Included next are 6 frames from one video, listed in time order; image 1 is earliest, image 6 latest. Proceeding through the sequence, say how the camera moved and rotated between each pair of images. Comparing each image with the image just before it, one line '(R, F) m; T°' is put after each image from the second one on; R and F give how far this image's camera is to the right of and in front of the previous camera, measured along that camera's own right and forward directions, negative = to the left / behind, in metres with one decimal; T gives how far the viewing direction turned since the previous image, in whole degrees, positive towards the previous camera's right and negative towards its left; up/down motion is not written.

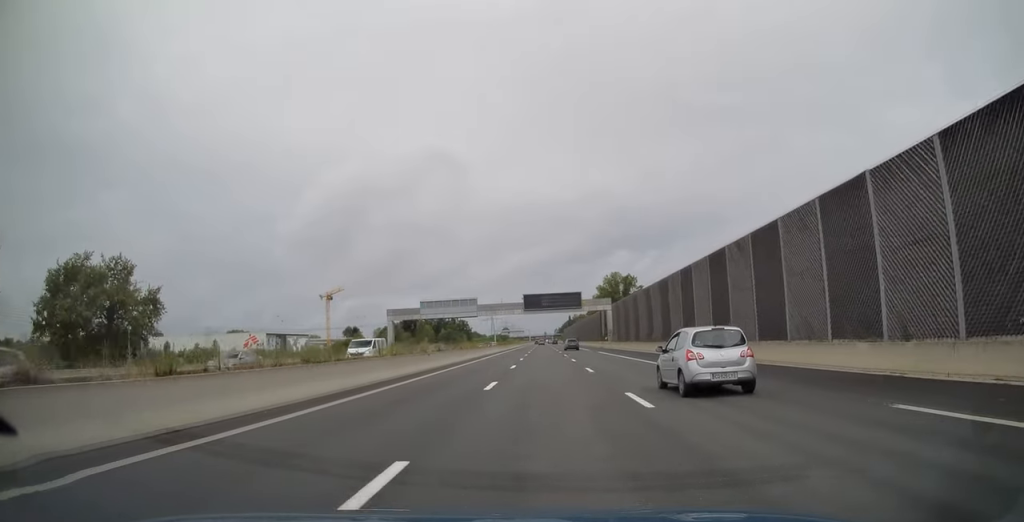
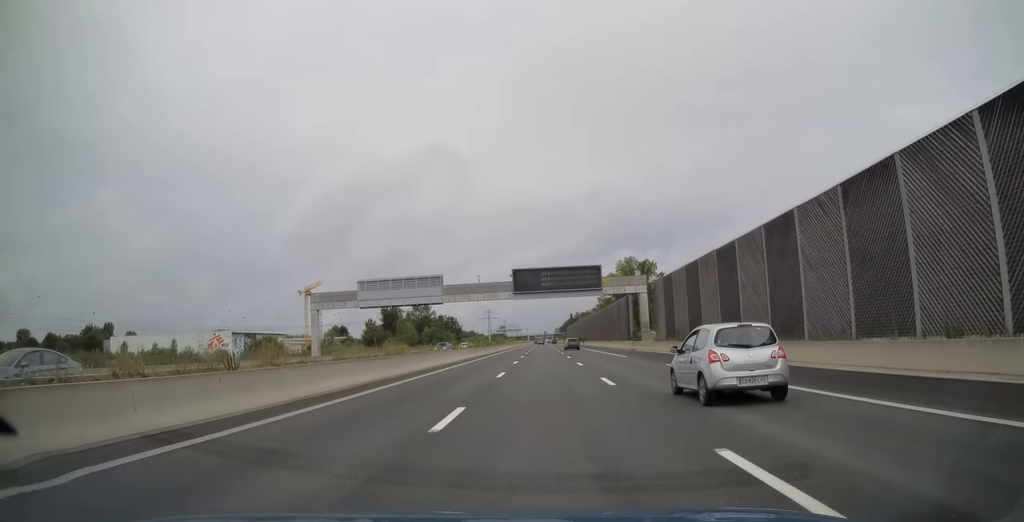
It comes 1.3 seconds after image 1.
(-0.1, +34.0) m; 0°
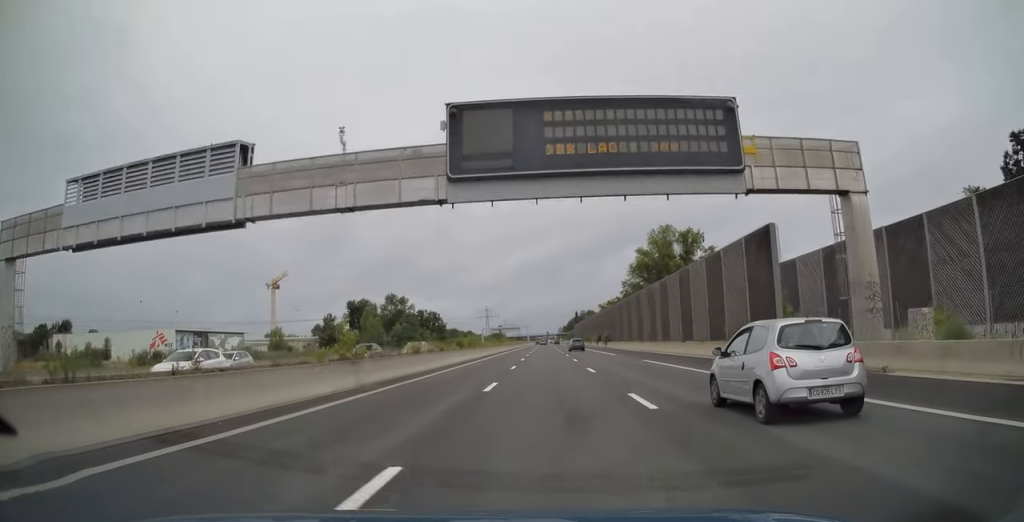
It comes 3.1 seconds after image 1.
(+0.1, +45.2) m; 0°
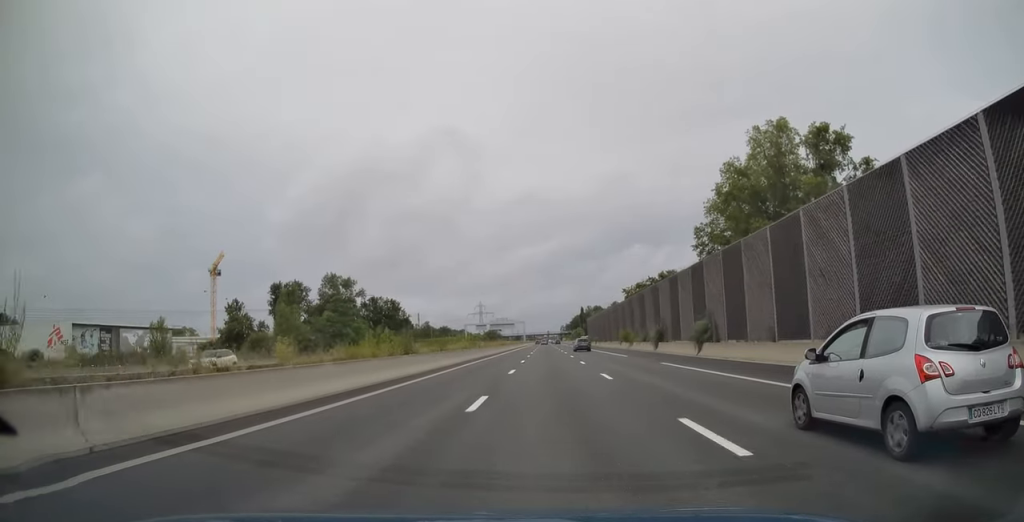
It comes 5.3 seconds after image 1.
(-0.3, +57.2) m; -1°
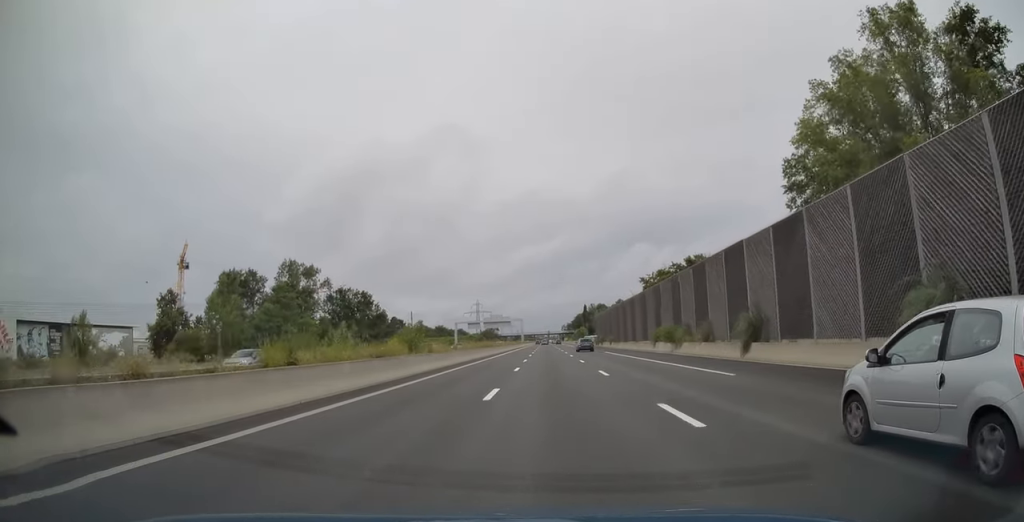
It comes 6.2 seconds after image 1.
(0.0, +24.1) m; 0°
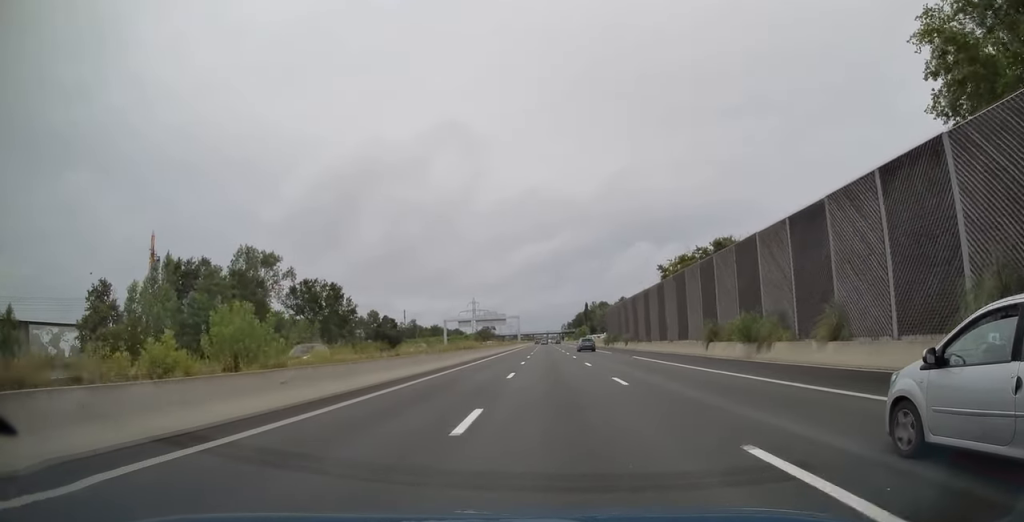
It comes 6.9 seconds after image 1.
(0.0, +18.1) m; 0°
